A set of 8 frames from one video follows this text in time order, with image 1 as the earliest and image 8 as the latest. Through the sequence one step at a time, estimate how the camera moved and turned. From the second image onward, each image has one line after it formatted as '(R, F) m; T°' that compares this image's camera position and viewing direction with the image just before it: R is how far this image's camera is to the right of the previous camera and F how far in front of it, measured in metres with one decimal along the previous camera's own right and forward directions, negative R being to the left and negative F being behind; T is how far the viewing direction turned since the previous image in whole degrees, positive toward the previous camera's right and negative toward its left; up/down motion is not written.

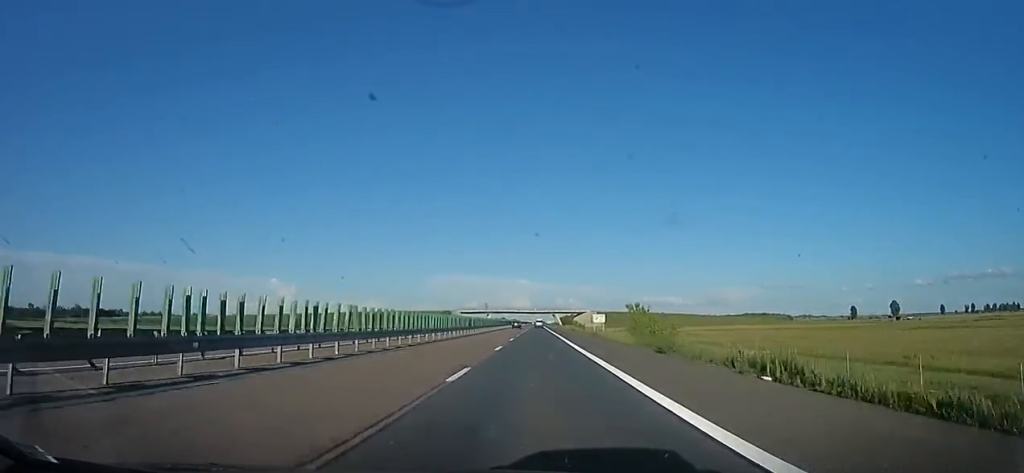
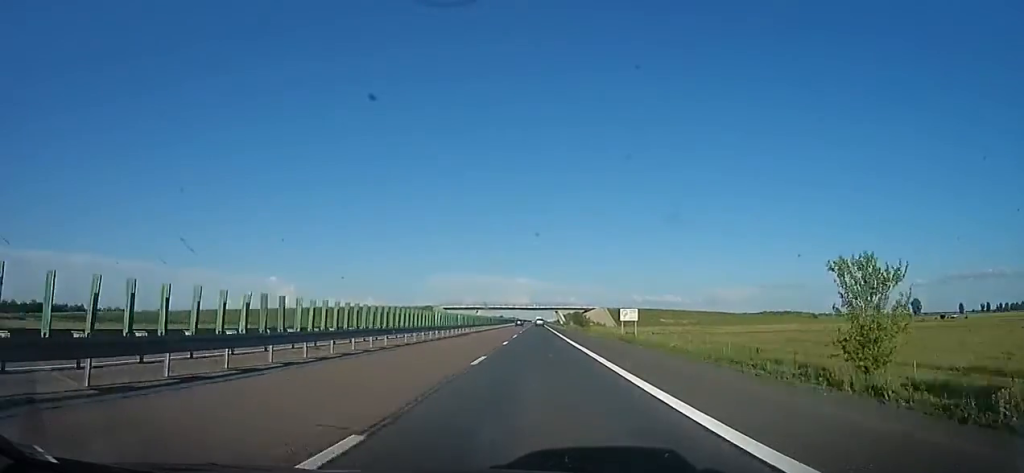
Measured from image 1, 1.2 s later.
(-1.2, +44.4) m; -1°
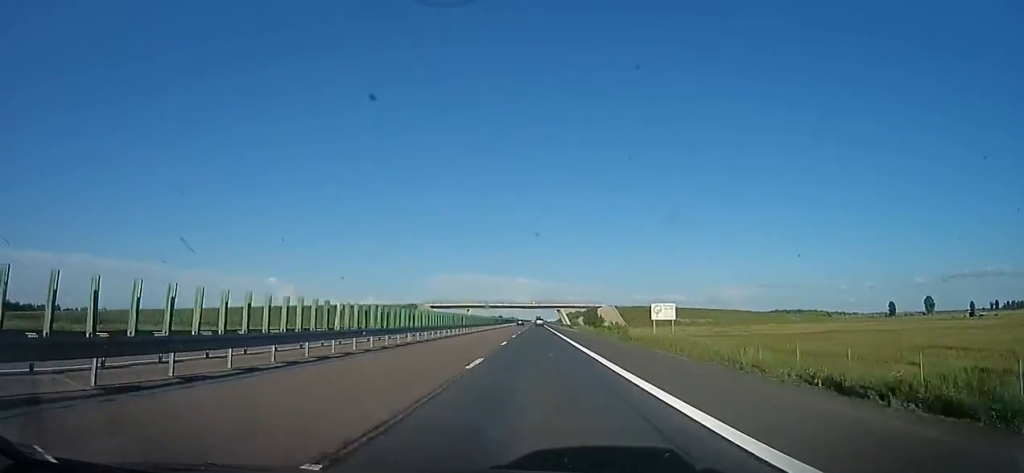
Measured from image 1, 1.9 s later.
(+0.1, +25.3) m; +1°
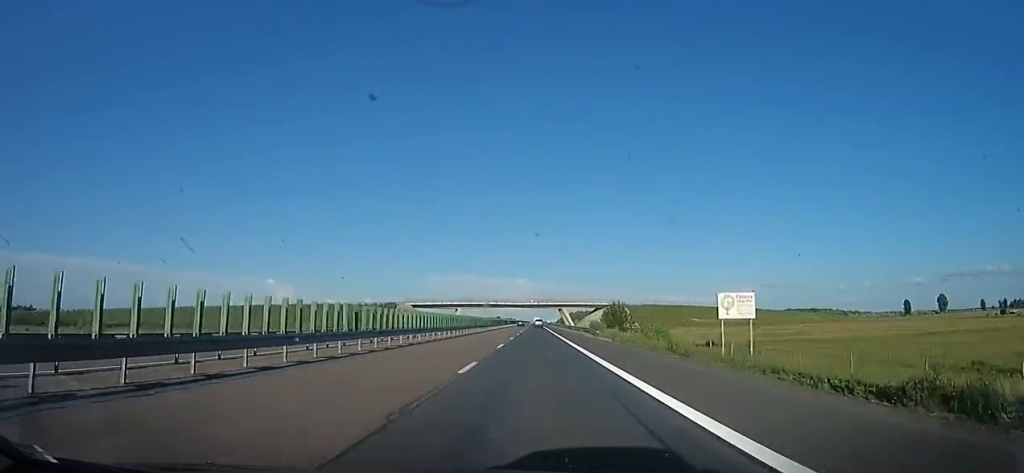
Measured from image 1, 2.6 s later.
(+0.5, +25.4) m; +1°
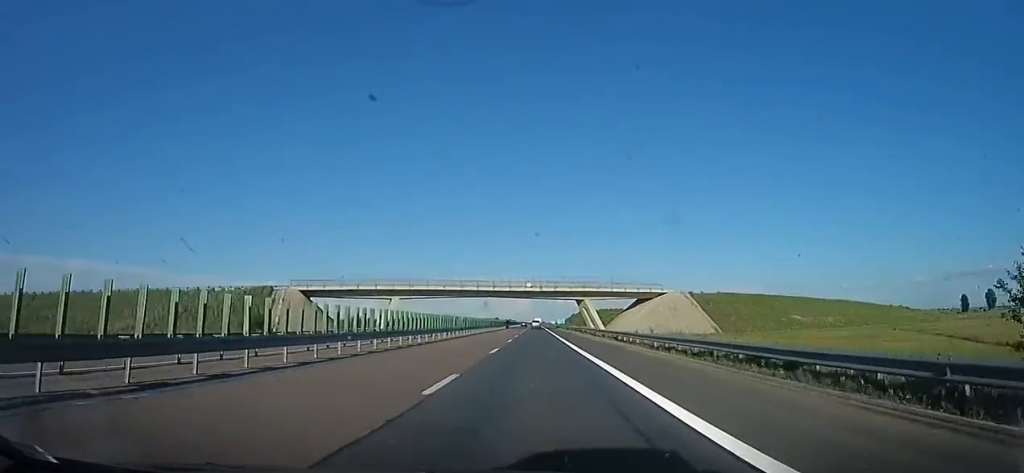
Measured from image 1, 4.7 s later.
(+0.4, +75.6) m; 0°
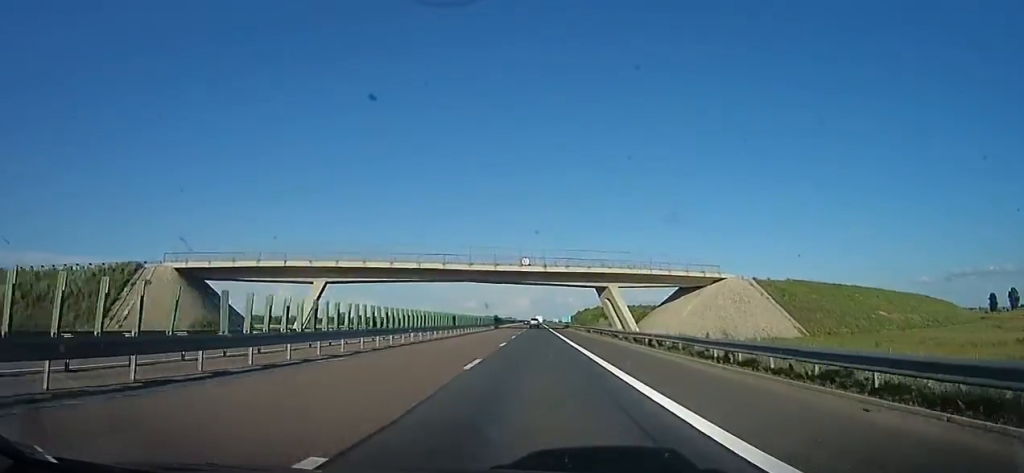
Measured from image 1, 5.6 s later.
(0.0, +31.7) m; 0°
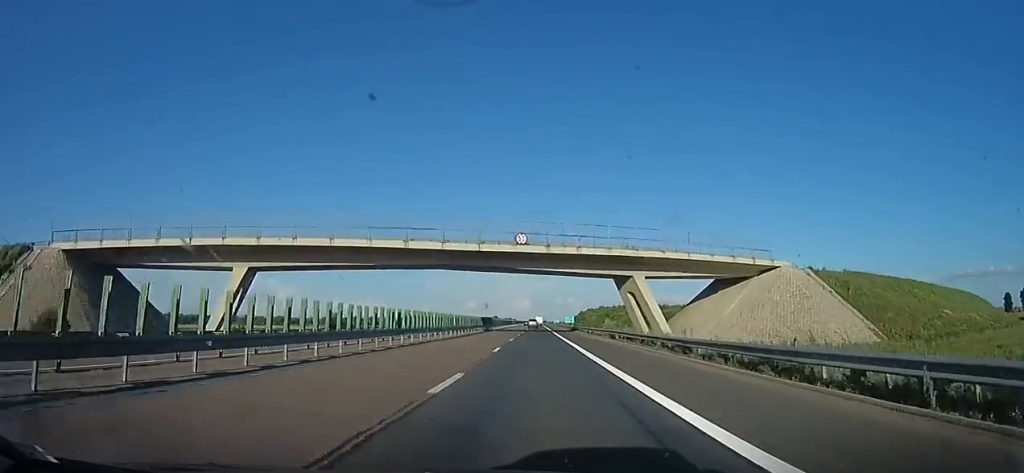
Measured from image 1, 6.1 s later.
(+0.1, +16.2) m; -1°
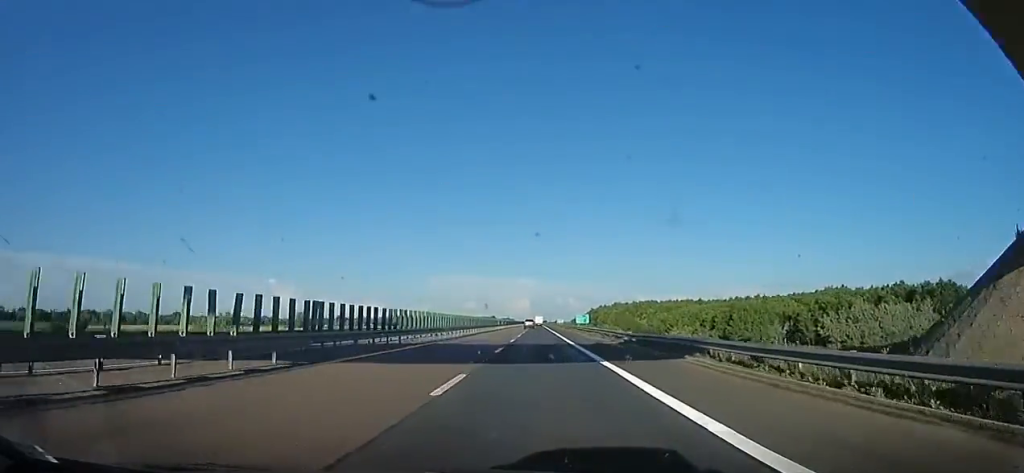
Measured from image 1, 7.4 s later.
(-1.6, +48.4) m; -1°
